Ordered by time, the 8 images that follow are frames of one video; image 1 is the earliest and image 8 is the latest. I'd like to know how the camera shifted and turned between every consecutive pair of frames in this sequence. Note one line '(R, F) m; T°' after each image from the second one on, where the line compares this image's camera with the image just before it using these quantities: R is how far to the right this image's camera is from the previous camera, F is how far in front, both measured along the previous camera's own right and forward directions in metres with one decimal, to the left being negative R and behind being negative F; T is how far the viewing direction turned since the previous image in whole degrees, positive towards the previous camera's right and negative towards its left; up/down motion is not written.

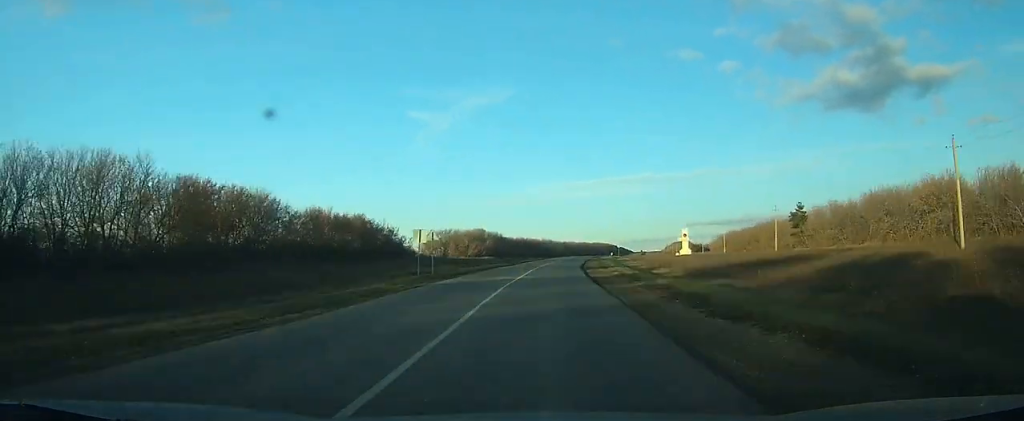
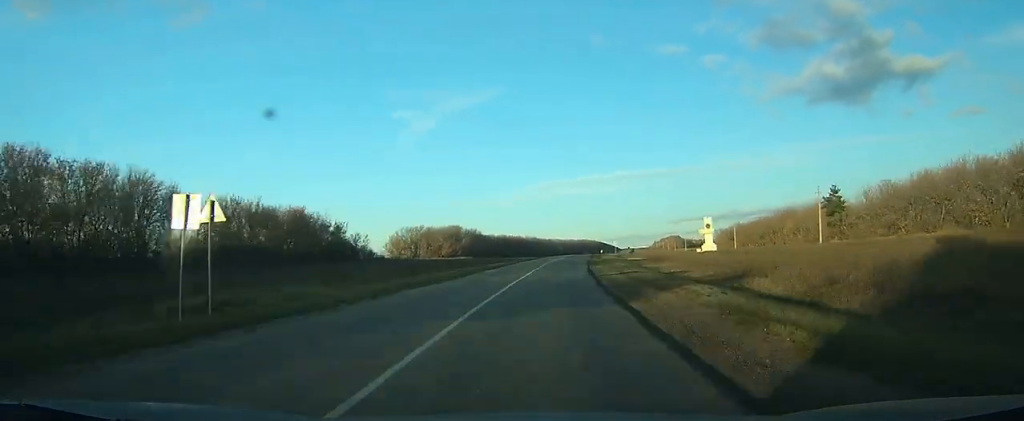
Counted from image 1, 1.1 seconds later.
(+0.2, +26.1) m; +2°
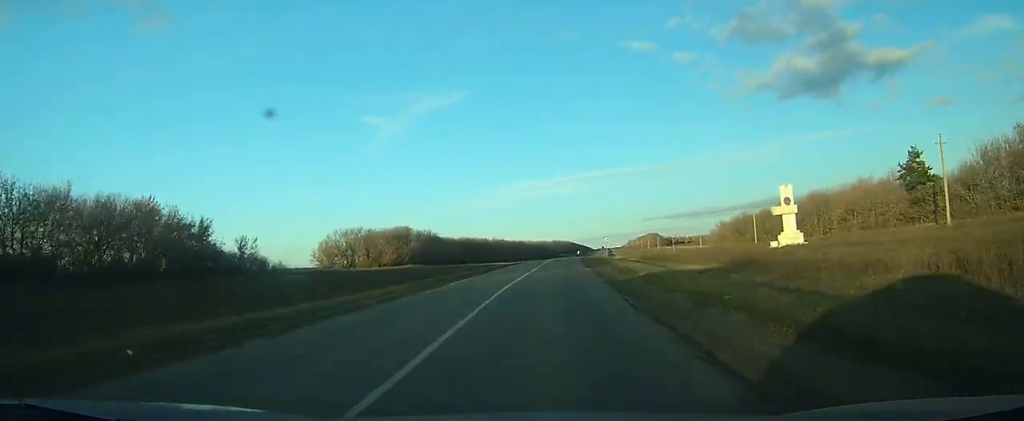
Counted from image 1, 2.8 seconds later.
(+0.7, +37.7) m; +2°
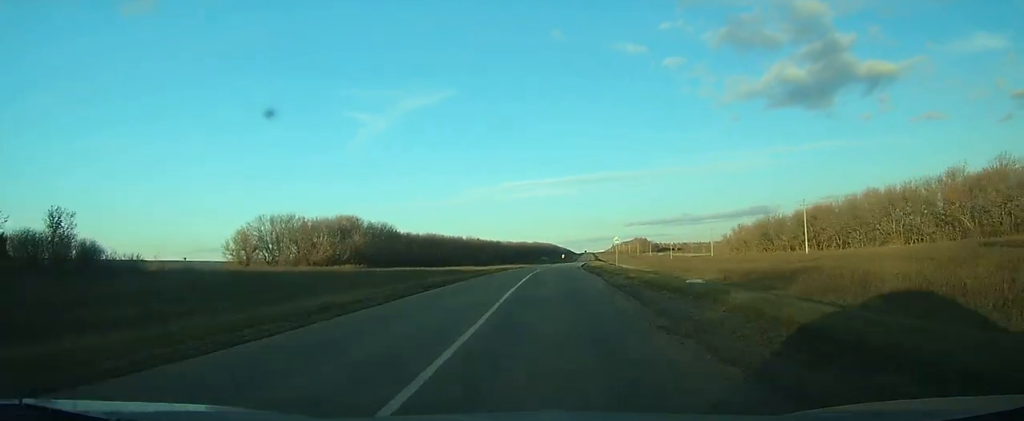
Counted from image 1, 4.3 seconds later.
(+0.7, +33.8) m; +2°
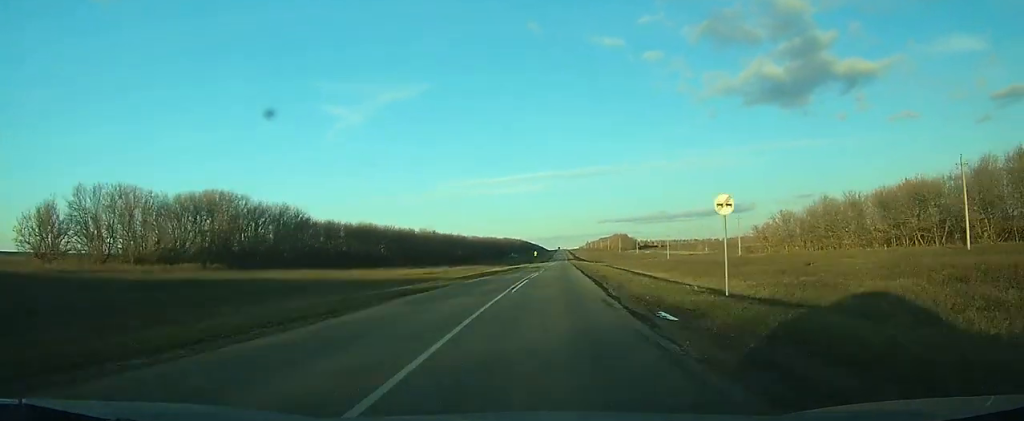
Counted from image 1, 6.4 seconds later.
(+1.0, +45.8) m; +2°
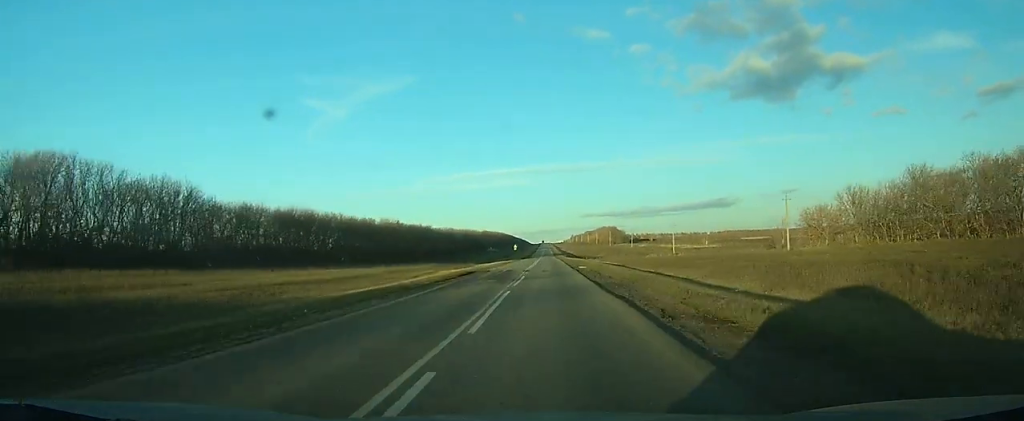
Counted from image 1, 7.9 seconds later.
(+0.5, +34.9) m; +1°
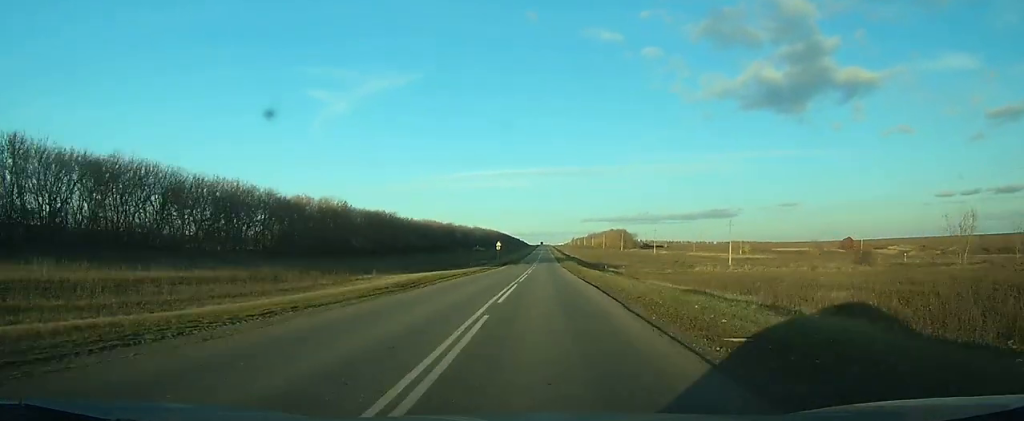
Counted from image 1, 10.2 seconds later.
(+0.4, +57.8) m; +1°
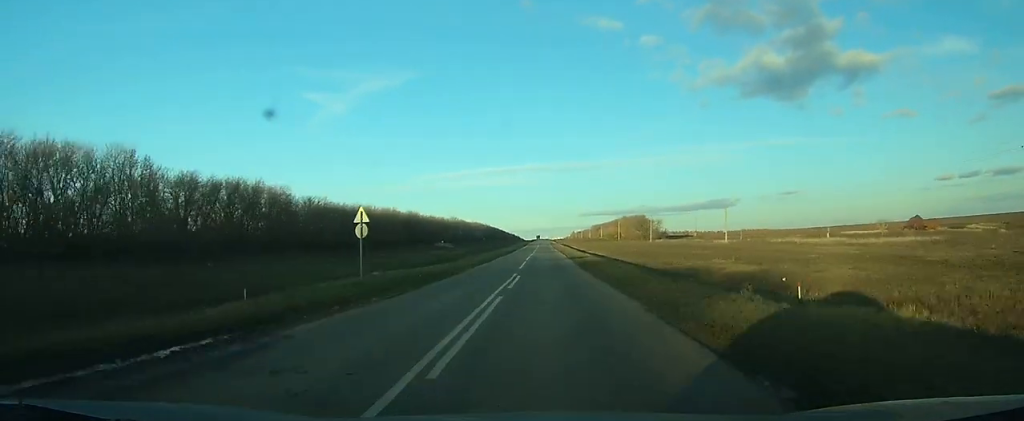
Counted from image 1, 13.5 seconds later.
(+0.3, +81.7) m; 0°
